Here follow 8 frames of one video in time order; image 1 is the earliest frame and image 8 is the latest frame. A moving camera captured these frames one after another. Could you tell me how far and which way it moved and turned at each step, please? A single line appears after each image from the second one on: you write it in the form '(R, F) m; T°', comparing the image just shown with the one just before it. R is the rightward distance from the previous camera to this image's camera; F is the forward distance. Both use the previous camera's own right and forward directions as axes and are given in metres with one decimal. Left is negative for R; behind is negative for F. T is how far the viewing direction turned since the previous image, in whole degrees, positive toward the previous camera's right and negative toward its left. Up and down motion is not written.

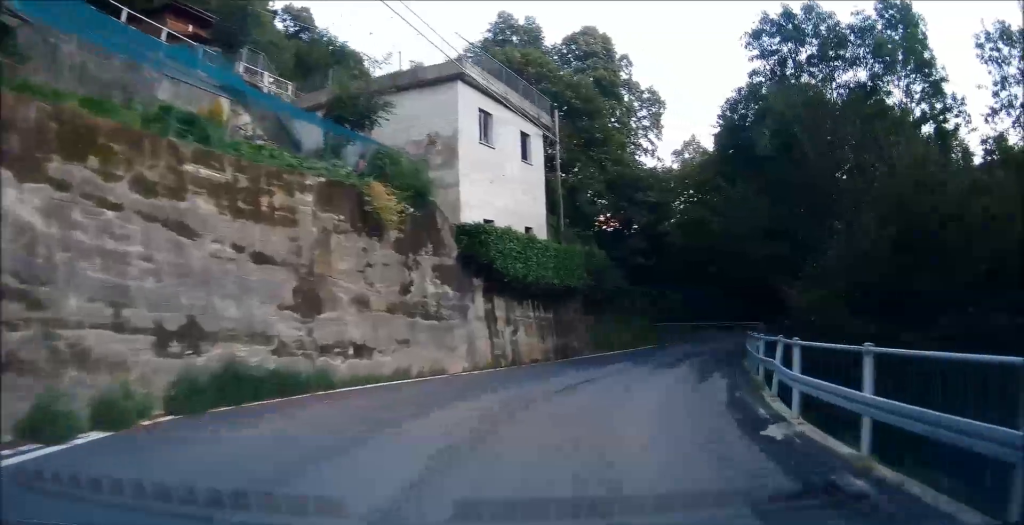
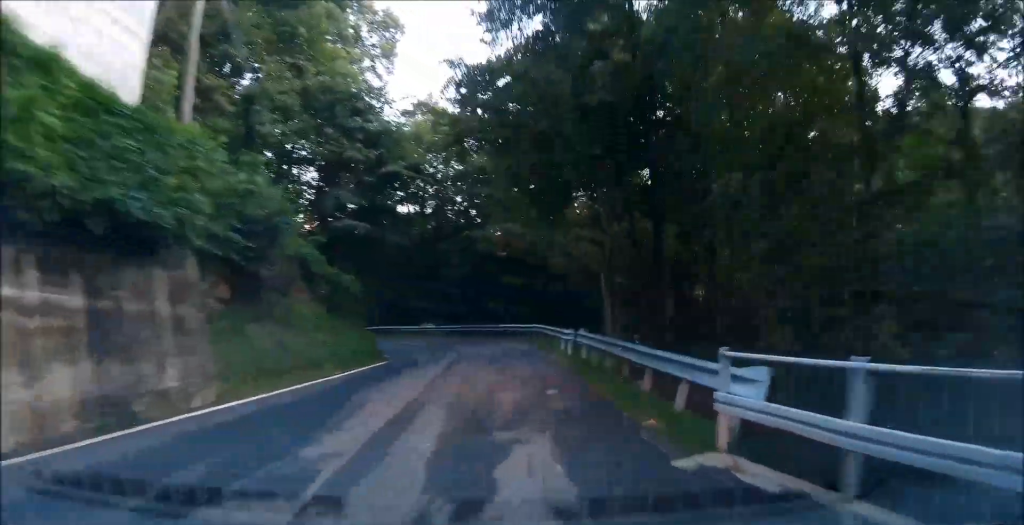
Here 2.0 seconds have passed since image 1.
(+2.4, +15.9) m; +27°
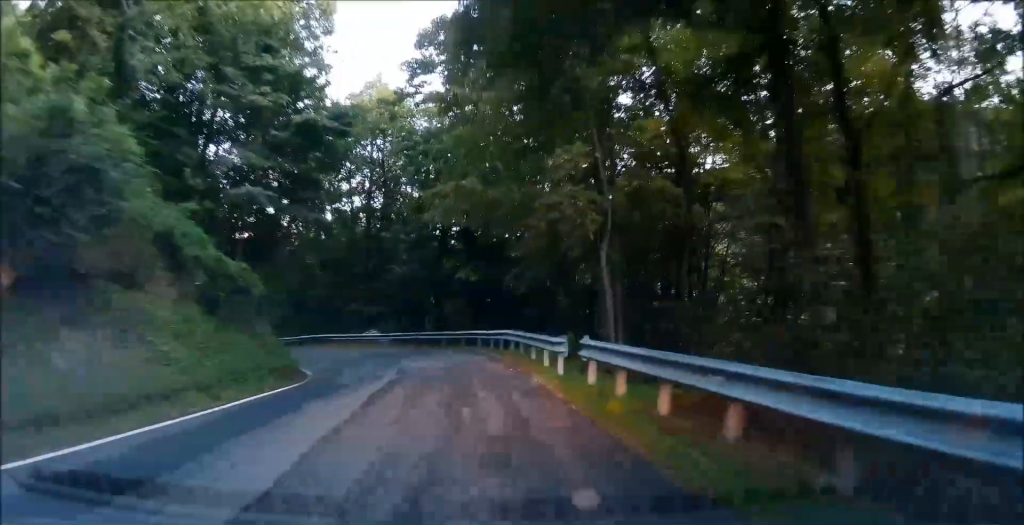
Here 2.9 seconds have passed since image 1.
(+0.5, +7.0) m; +7°
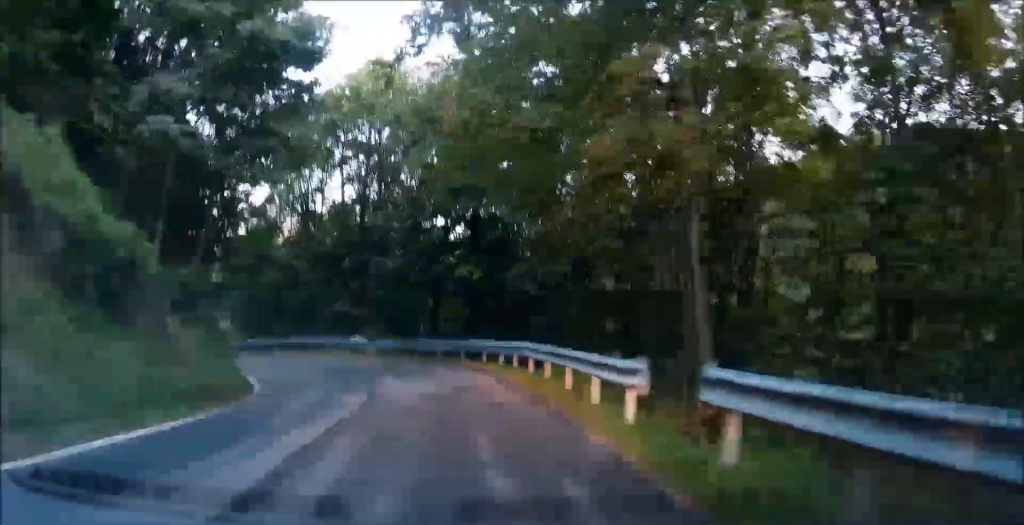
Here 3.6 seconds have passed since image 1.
(+0.3, +6.0) m; +2°
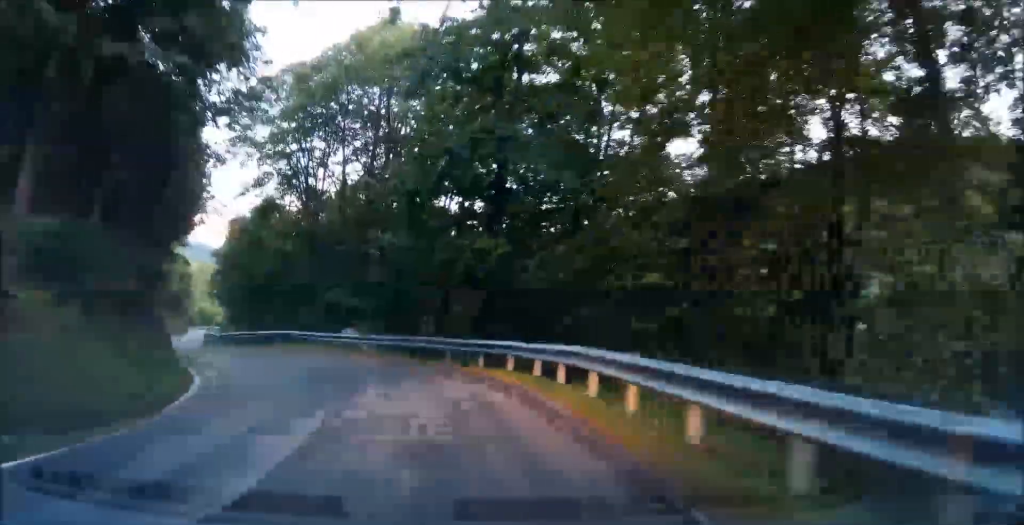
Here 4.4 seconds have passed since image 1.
(0.0, +6.0) m; +2°
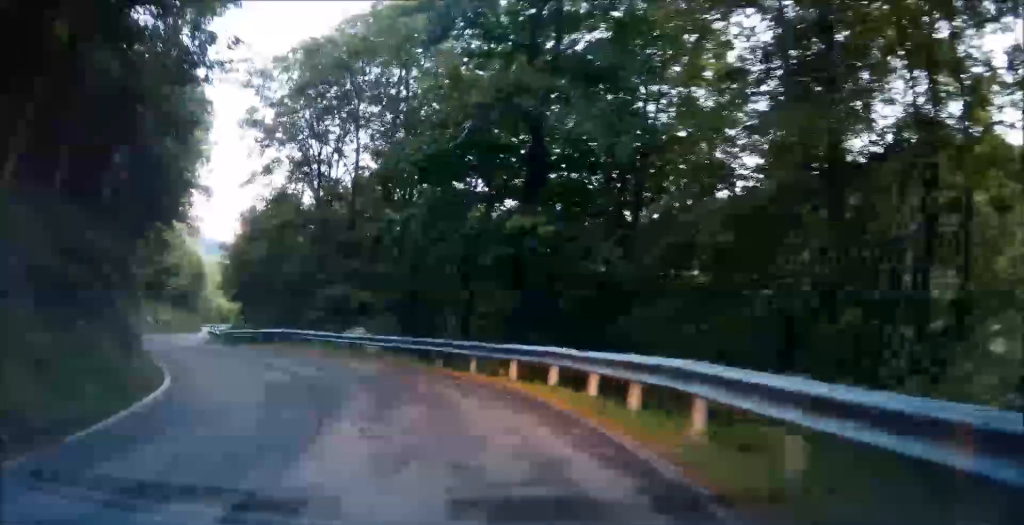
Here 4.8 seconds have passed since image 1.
(-0.1, +3.5) m; +1°
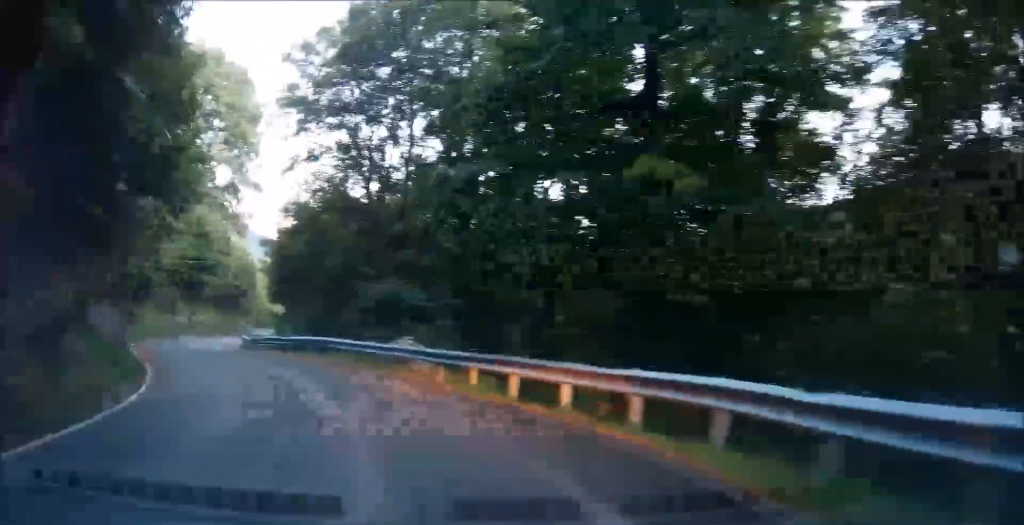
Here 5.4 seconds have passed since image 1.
(+0.2, +4.9) m; -1°
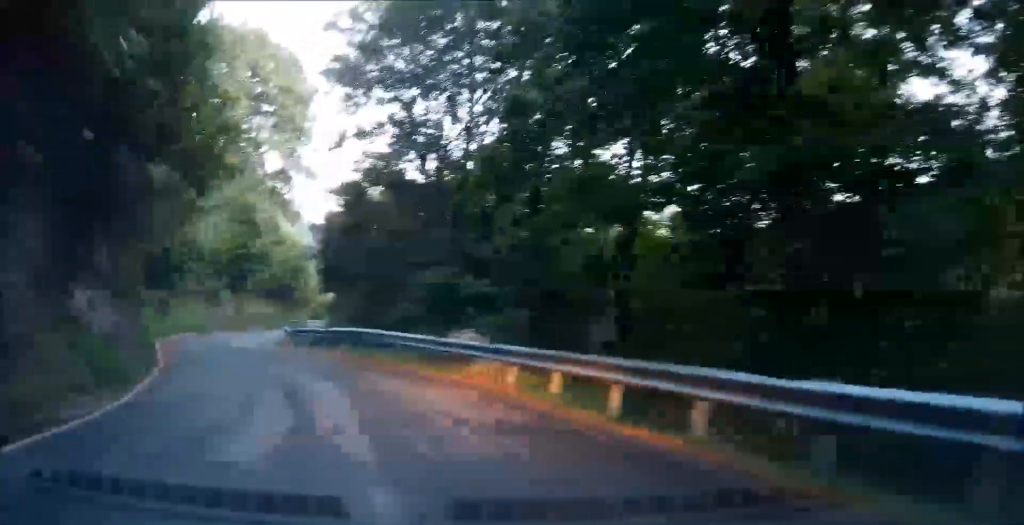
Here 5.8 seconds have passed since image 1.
(+0.2, +3.1) m; -1°
